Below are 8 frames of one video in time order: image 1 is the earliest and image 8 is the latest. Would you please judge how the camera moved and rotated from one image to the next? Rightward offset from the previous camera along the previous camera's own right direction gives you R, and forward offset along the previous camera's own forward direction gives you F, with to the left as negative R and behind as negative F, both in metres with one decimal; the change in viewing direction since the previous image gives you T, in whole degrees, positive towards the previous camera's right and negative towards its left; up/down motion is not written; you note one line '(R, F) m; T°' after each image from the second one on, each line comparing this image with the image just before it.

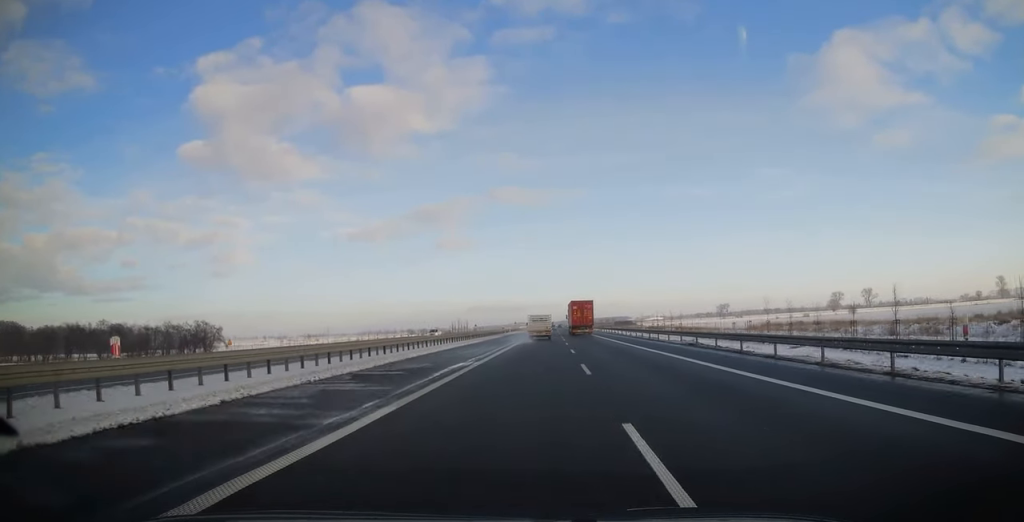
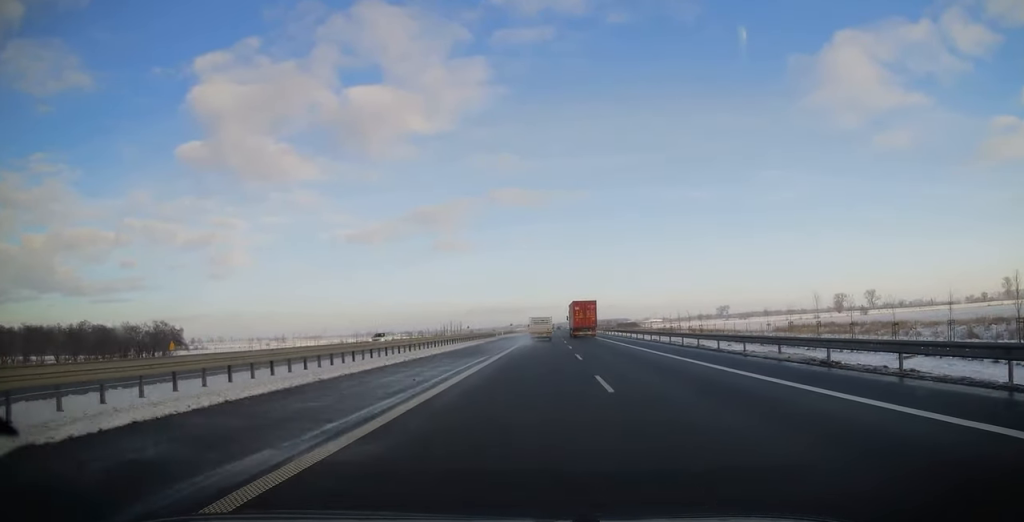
(-0.1, +16.0) m; 0°
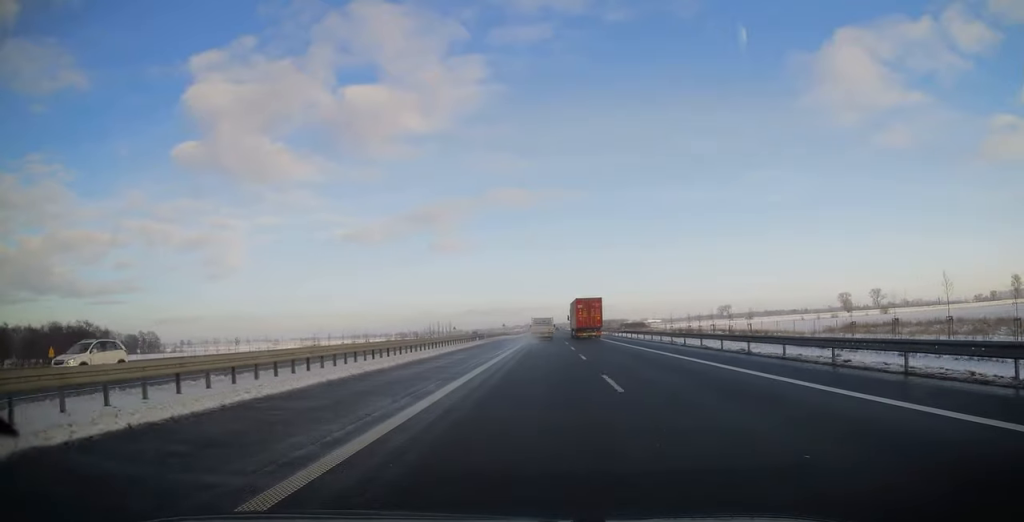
(+0.2, +24.0) m; 0°
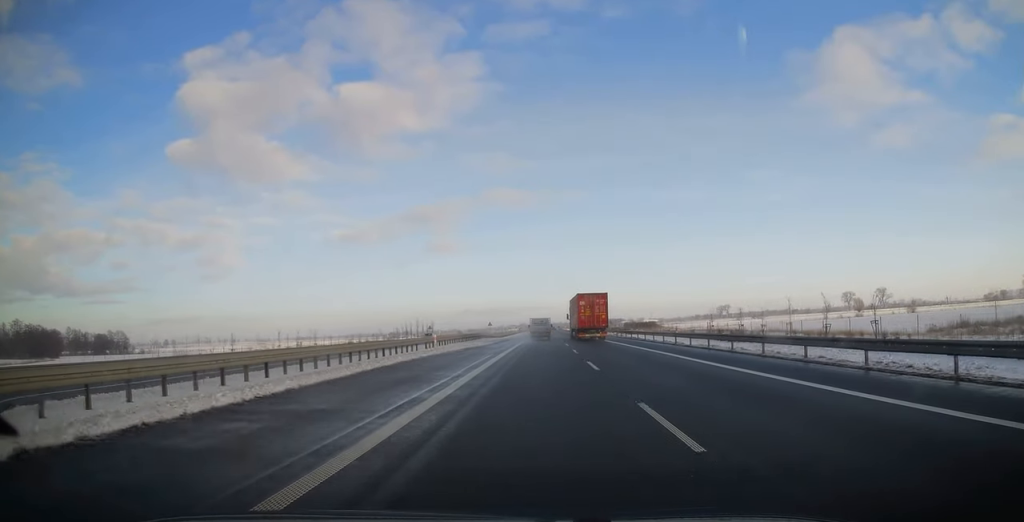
(0.0, +29.9) m; 0°
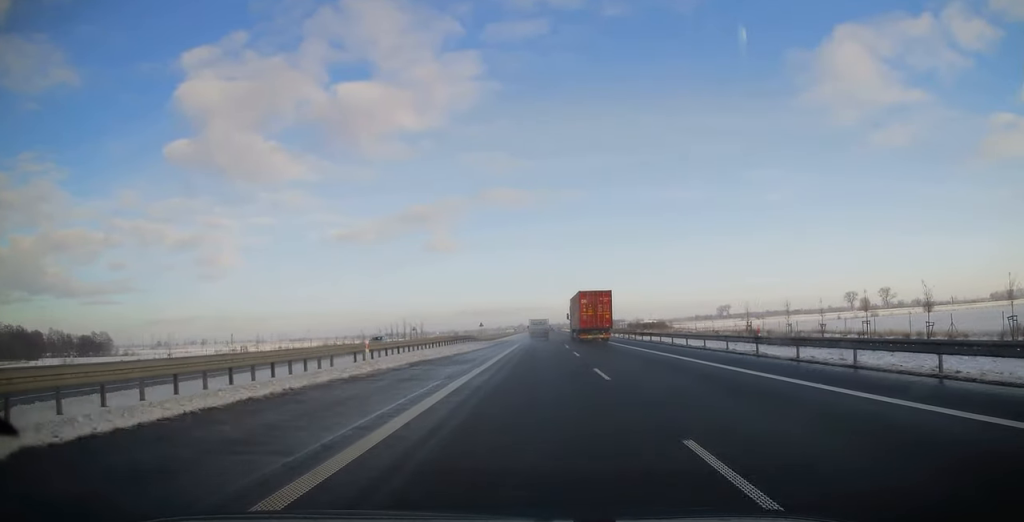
(-0.2, +15.4) m; 0°
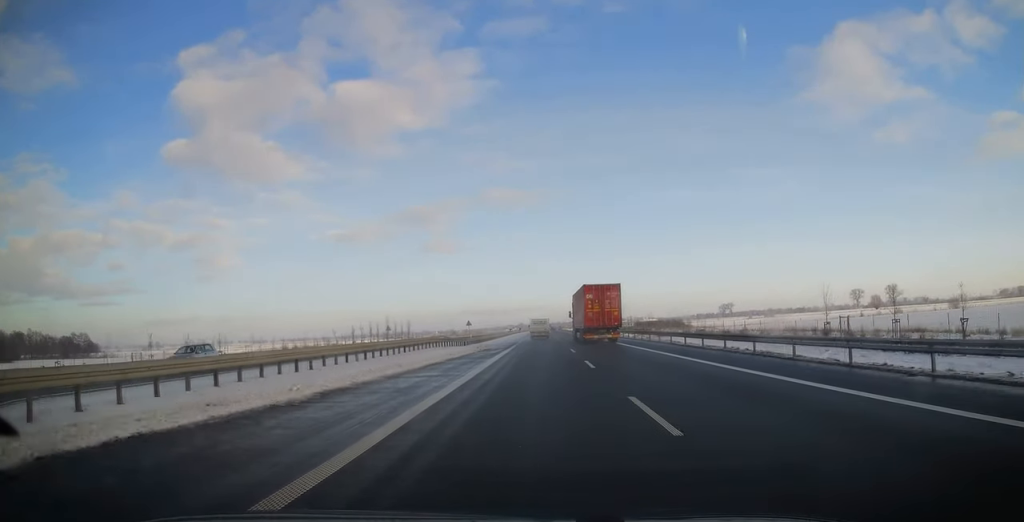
(+0.2, +19.7) m; 0°
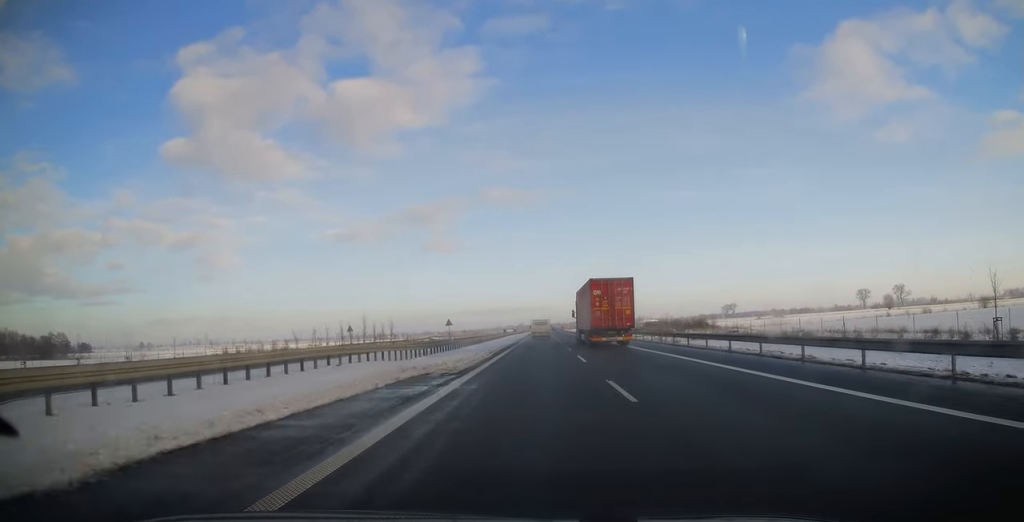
(+0.1, +20.8) m; 0°
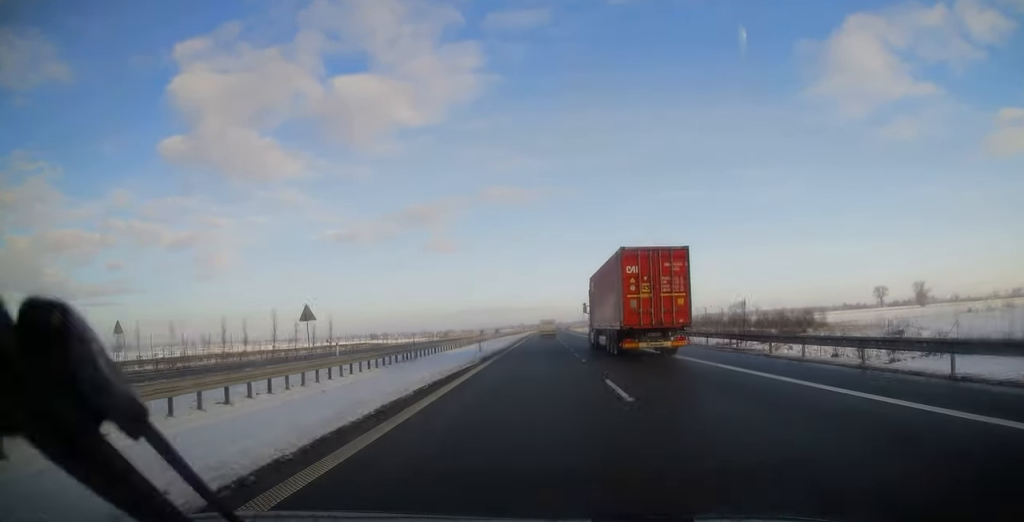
(0.0, +47.9) m; -1°
